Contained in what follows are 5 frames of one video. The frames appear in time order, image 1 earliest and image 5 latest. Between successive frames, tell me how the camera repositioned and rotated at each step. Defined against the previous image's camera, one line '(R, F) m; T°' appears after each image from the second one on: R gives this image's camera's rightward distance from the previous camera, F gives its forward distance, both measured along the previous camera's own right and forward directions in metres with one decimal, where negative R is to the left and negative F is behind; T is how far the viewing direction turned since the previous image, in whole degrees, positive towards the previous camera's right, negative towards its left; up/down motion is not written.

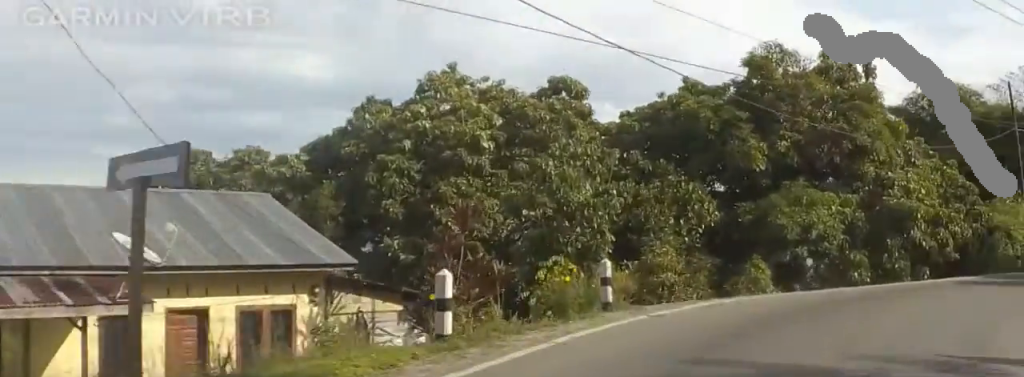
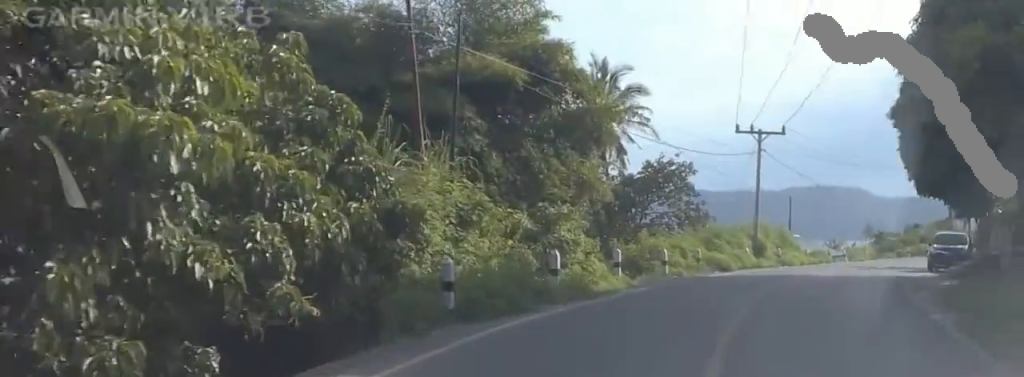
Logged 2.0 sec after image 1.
(+5.9, +19.6) m; +32°
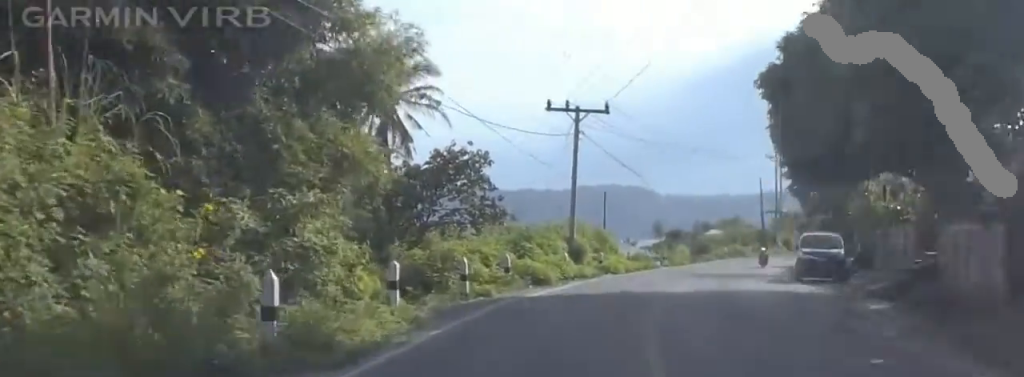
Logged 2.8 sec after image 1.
(+0.9, +8.3) m; +15°
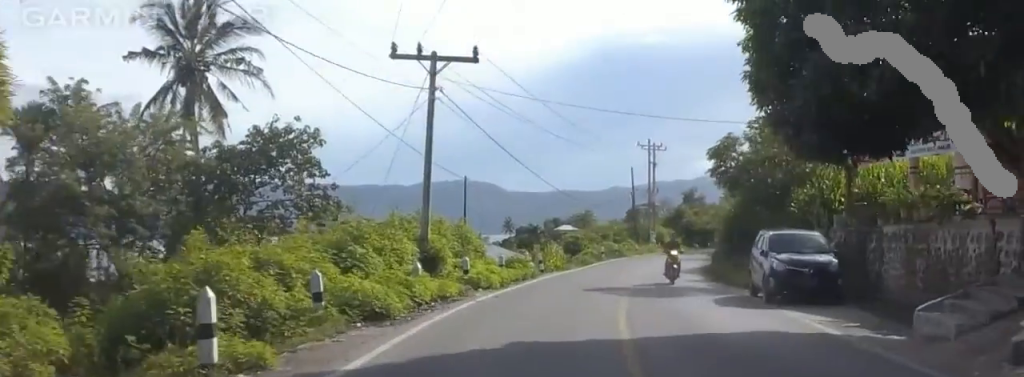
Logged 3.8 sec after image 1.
(+1.8, +9.5) m; +15°
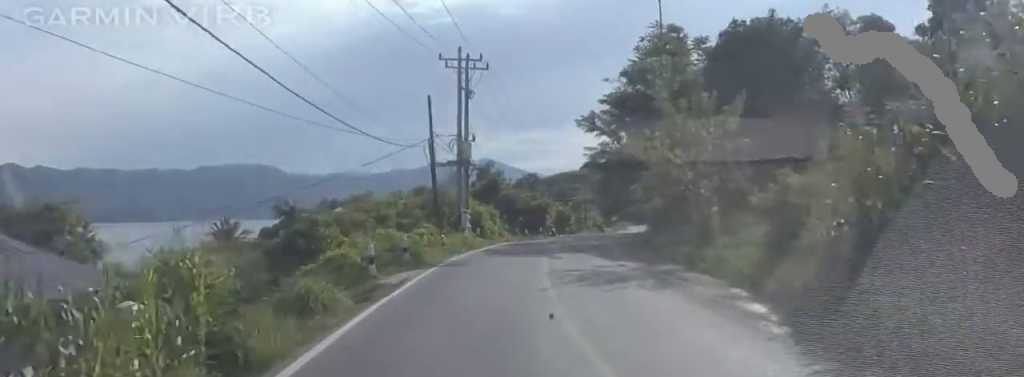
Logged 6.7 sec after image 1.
(+9.7, +37.2) m; +20°
